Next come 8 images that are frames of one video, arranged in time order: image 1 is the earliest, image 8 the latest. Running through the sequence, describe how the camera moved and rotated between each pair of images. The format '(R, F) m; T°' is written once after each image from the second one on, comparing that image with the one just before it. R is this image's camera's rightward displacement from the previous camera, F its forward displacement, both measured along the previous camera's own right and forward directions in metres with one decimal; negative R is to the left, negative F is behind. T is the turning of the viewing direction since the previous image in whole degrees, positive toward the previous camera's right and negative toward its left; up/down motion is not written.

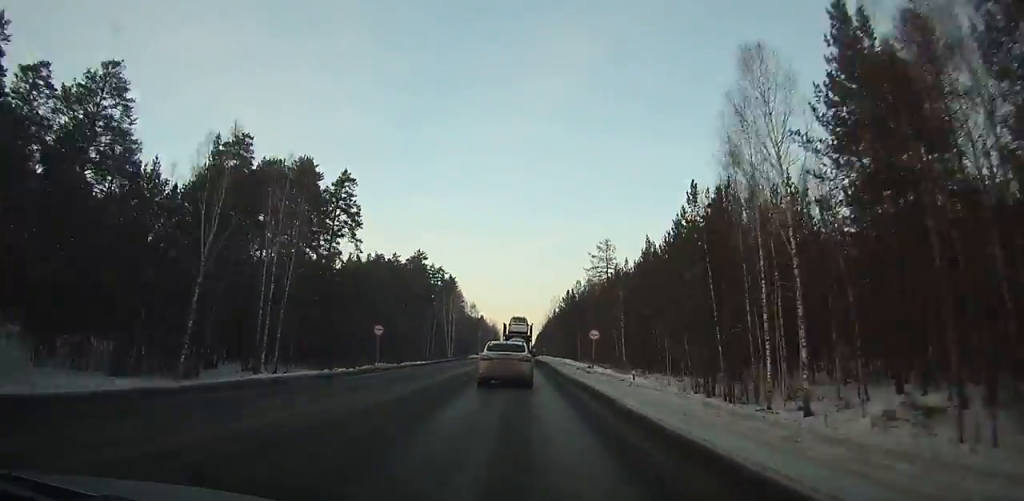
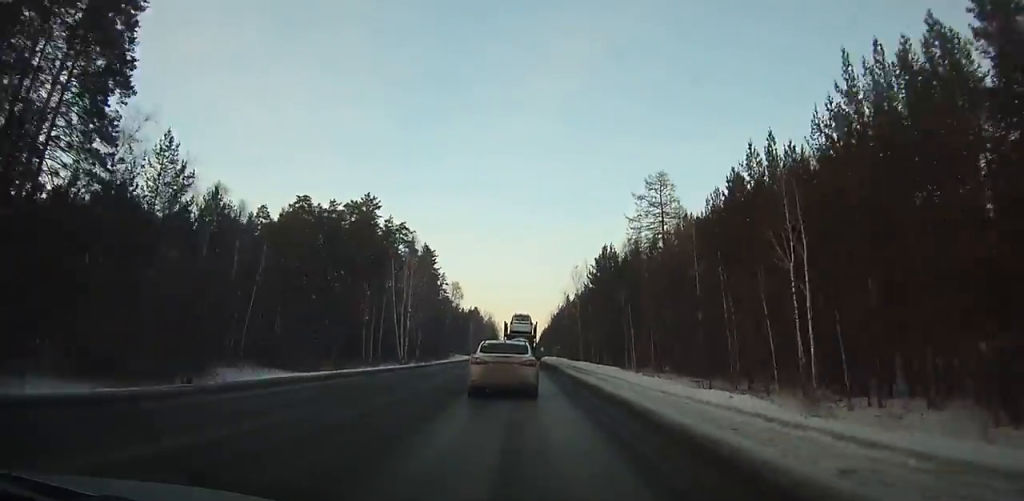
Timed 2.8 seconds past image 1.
(-0.1, +52.4) m; 0°
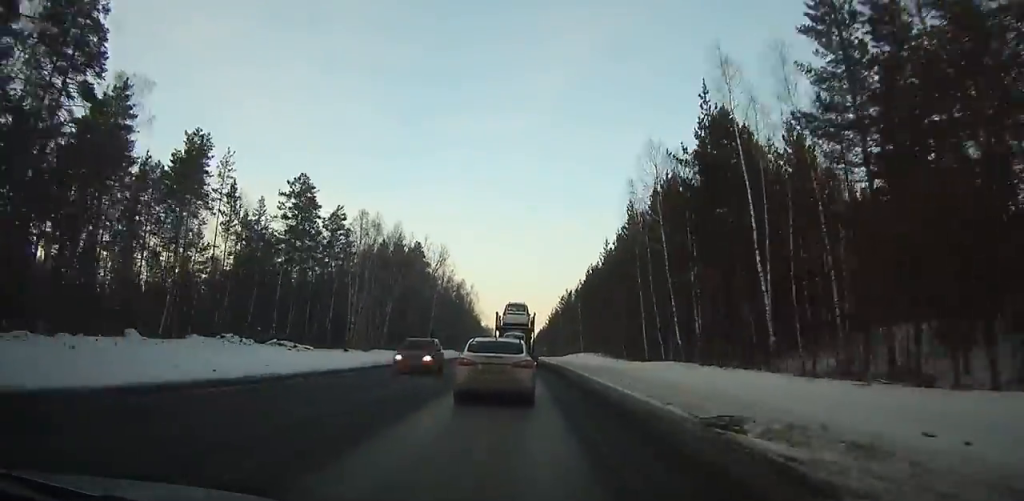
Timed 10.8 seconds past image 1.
(0.0, +139.7) m; 0°
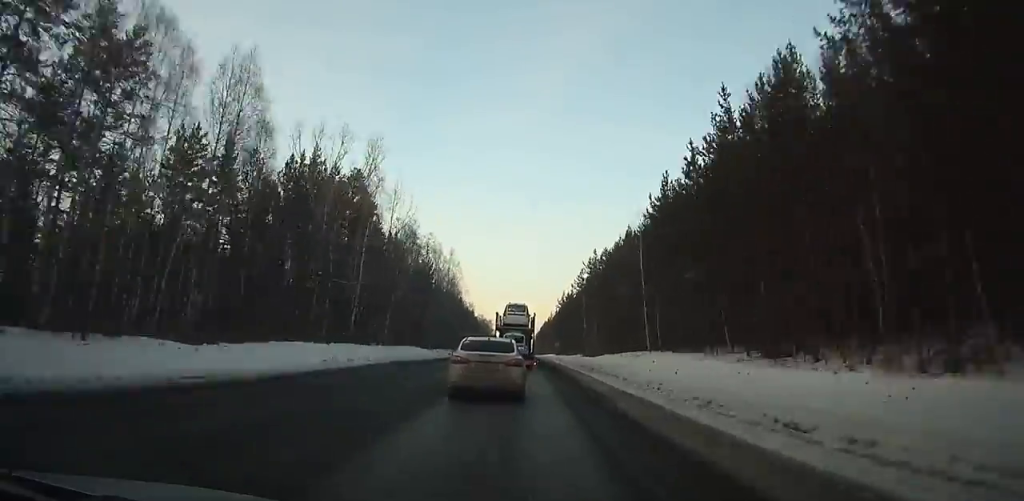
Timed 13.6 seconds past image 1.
(0.0, +48.5) m; 0°
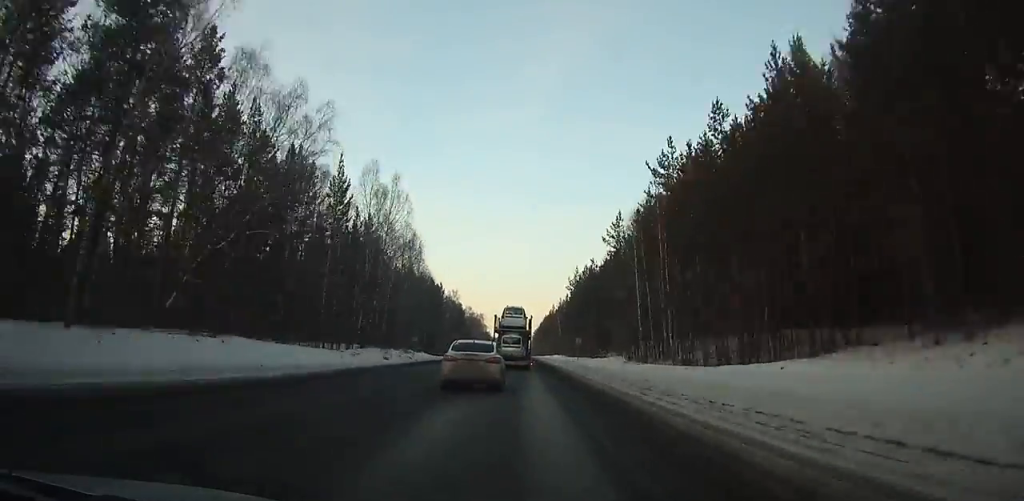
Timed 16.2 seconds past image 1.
(+0.1, +47.0) m; 0°
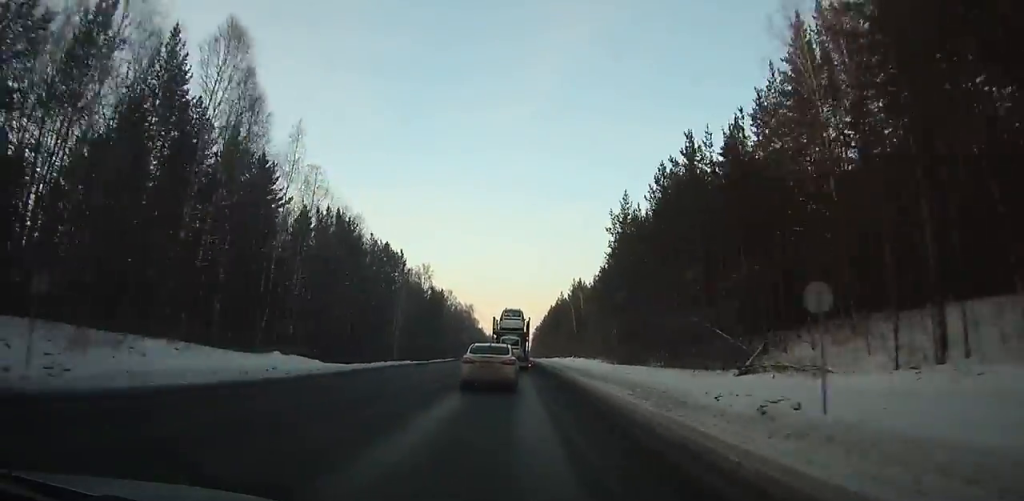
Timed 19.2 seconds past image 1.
(0.0, +56.1) m; 0°
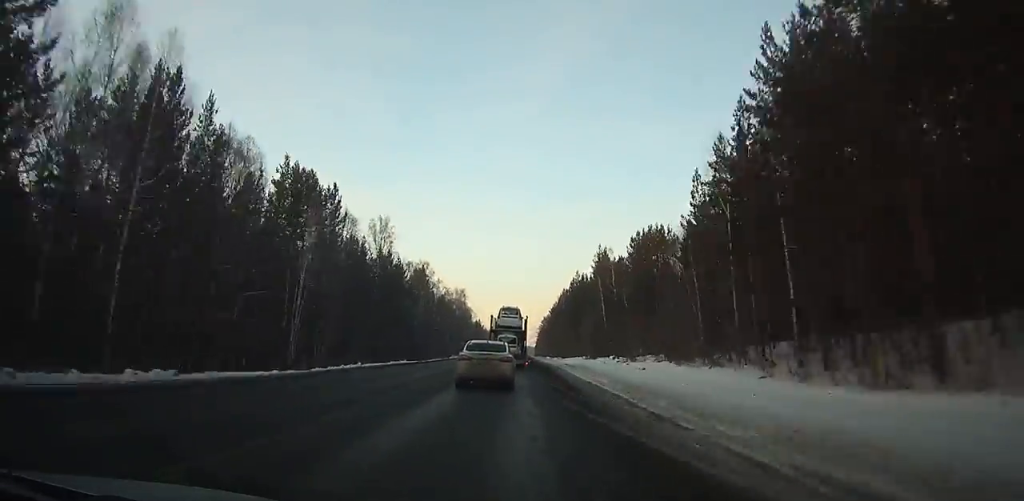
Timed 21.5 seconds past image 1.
(-0.1, +41.8) m; 0°
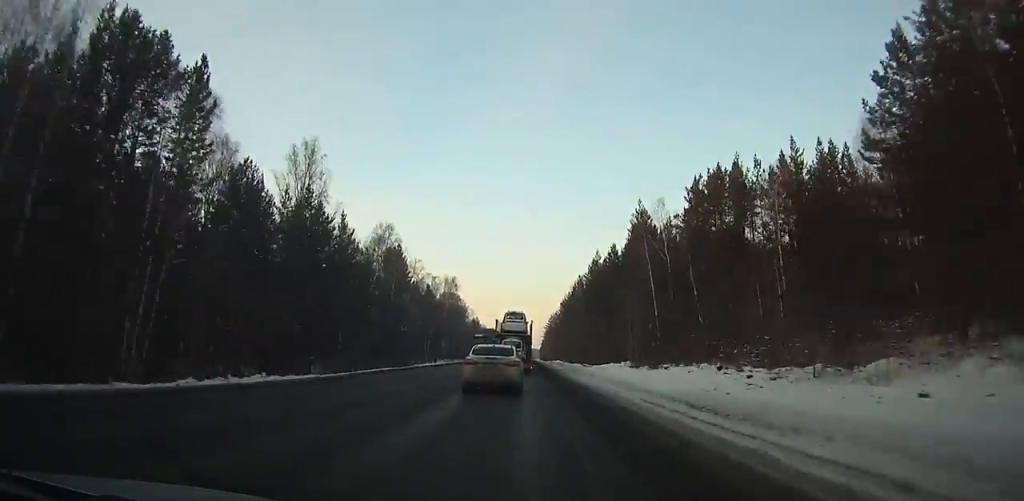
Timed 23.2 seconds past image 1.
(-0.1, +30.3) m; 0°
